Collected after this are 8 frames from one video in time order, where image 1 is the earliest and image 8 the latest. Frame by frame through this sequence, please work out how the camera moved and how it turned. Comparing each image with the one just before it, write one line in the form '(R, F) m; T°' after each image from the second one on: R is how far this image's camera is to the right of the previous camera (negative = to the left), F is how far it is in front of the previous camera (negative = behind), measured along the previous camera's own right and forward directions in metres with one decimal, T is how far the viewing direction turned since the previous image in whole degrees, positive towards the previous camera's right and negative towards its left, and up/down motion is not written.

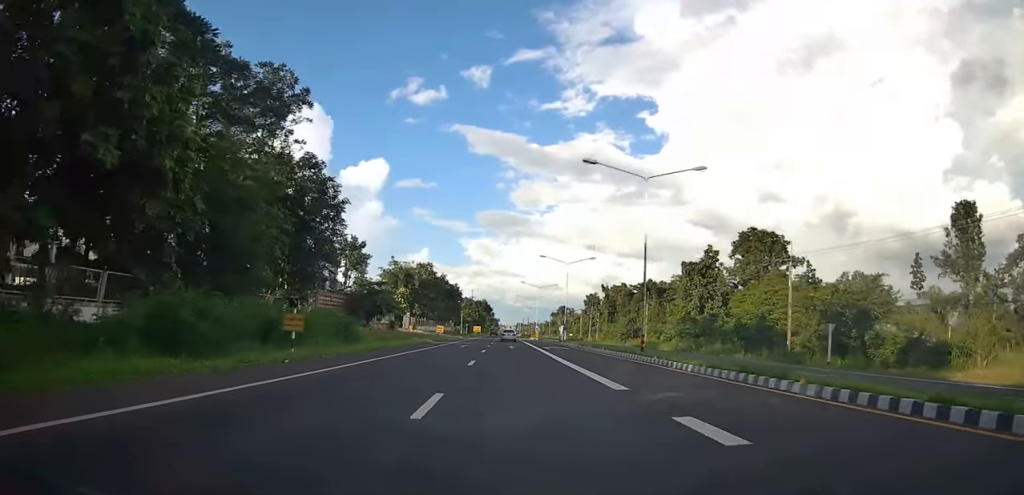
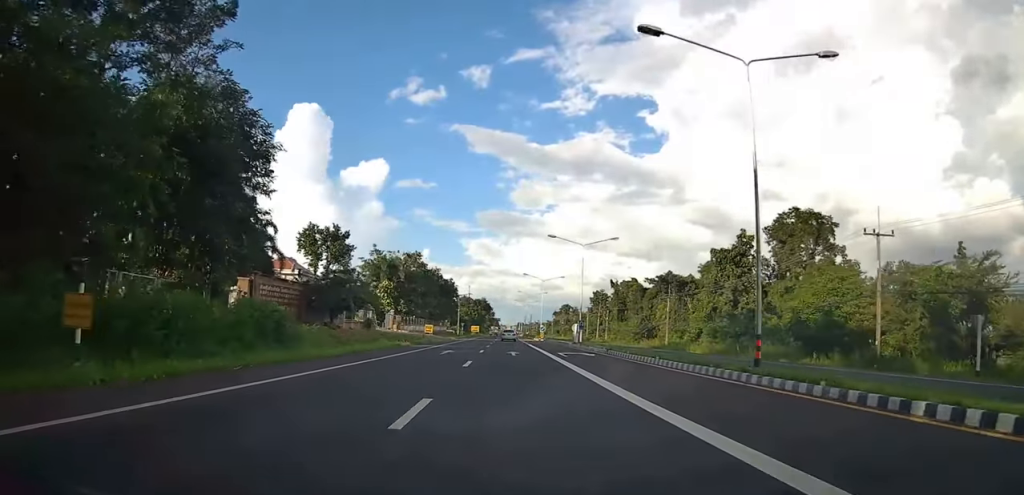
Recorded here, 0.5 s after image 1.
(-0.2, +12.9) m; +1°
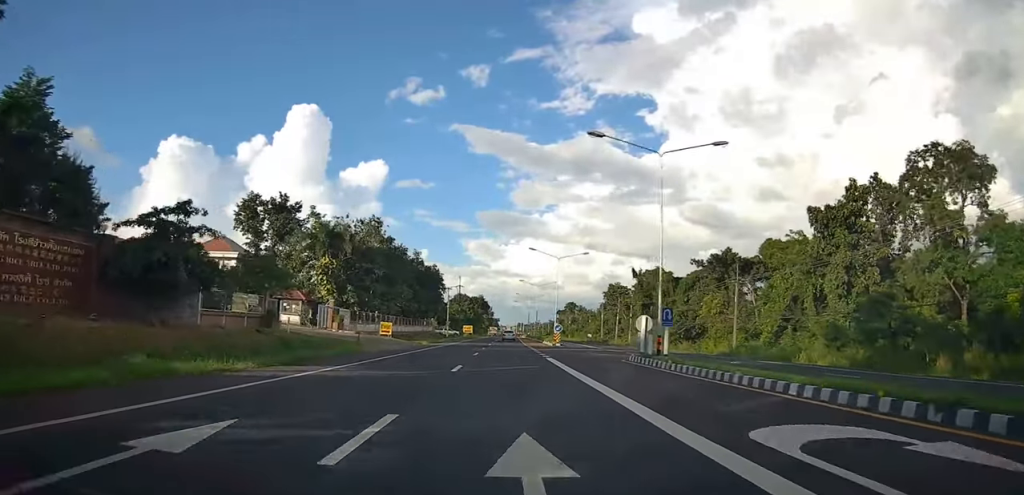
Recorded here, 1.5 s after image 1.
(+0.8, +26.4) m; 0°
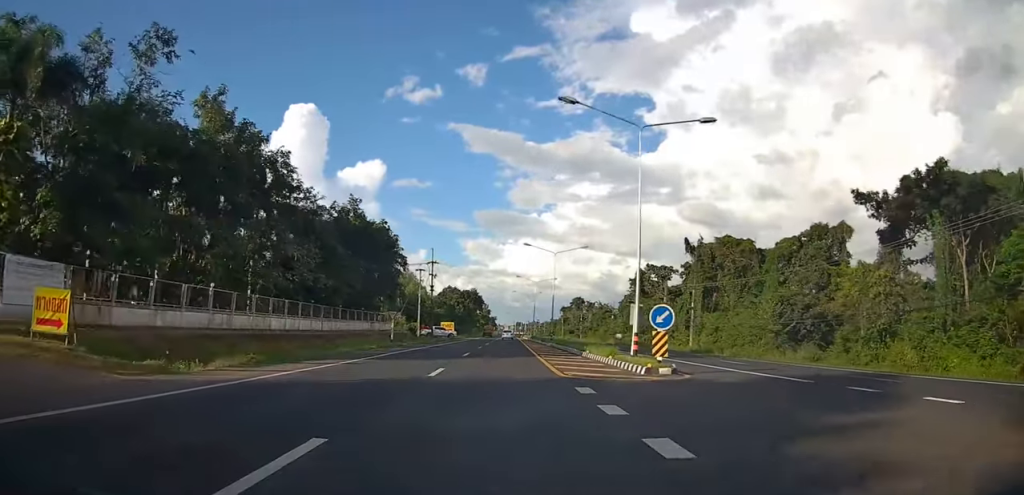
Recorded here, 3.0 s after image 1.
(-1.2, +37.8) m; -1°
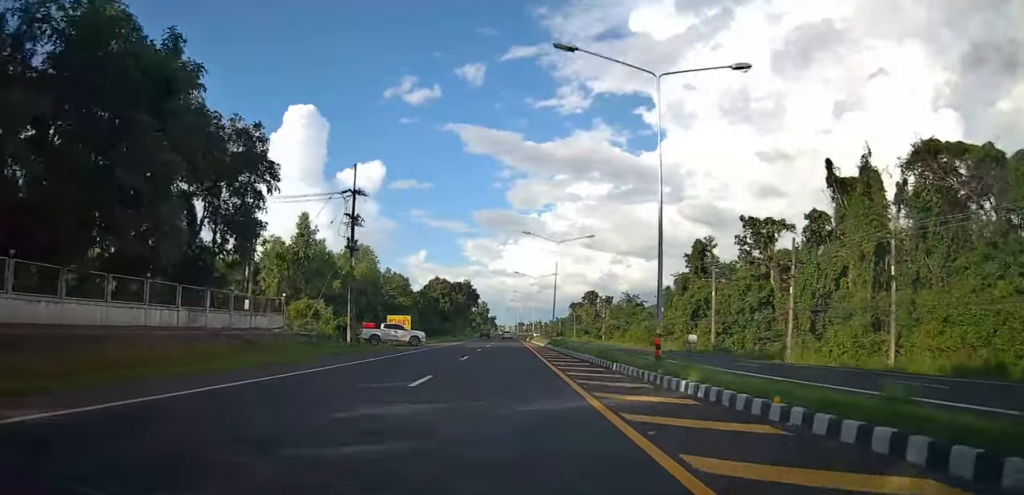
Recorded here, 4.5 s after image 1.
(+0.9, +39.4) m; +1°
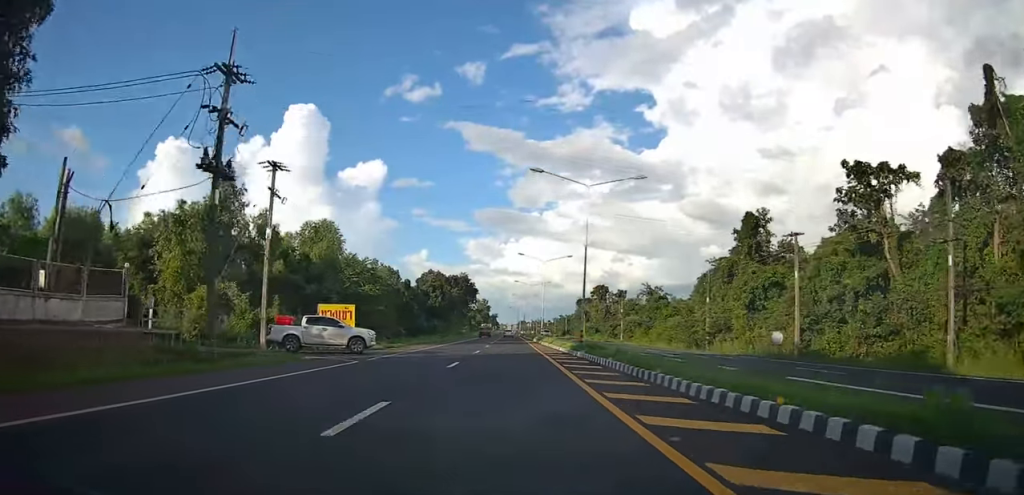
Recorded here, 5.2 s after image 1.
(-0.5, +18.7) m; -1°
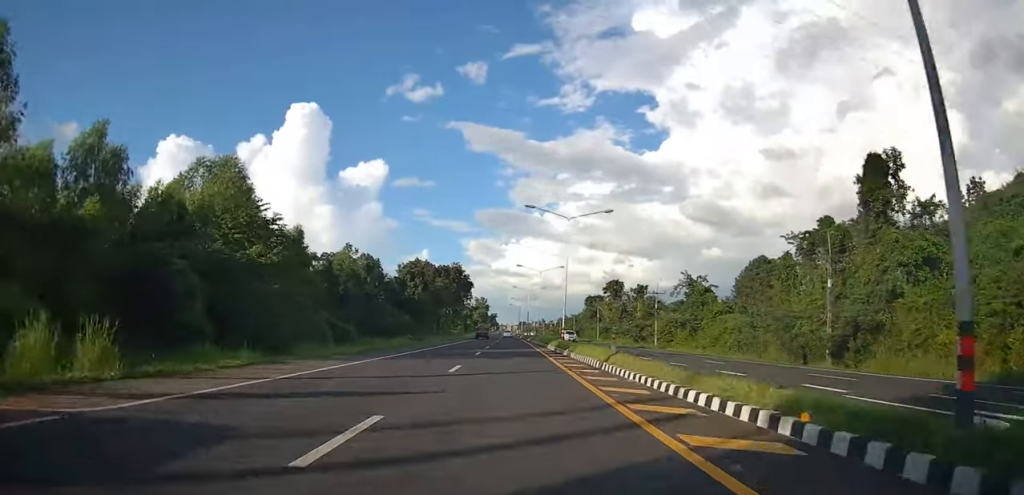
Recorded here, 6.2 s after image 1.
(-0.2, +25.5) m; +1°
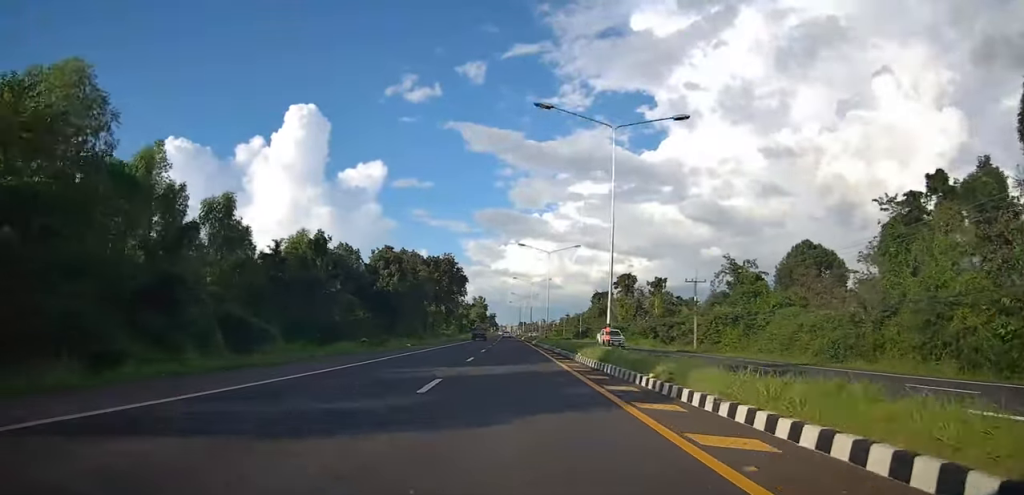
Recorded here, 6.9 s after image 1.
(+0.3, +18.1) m; +1°
